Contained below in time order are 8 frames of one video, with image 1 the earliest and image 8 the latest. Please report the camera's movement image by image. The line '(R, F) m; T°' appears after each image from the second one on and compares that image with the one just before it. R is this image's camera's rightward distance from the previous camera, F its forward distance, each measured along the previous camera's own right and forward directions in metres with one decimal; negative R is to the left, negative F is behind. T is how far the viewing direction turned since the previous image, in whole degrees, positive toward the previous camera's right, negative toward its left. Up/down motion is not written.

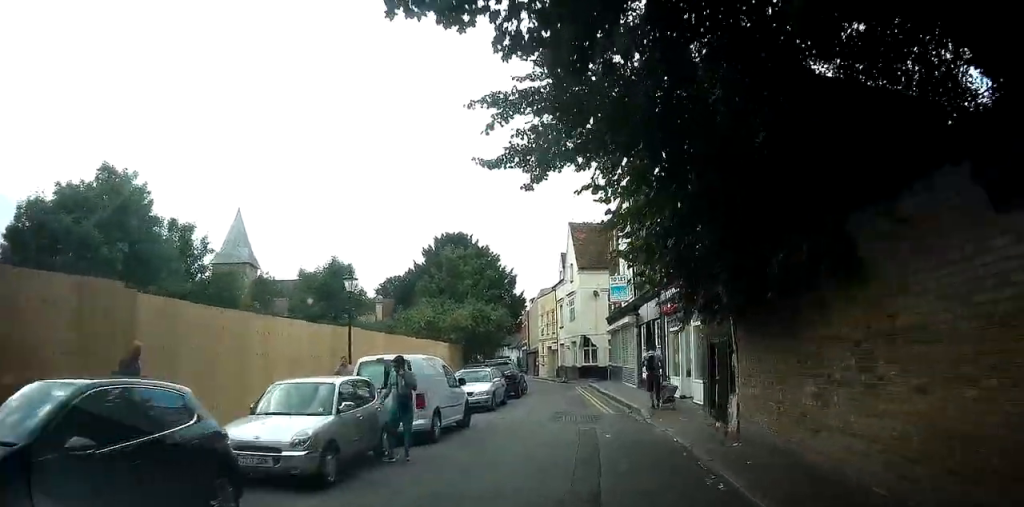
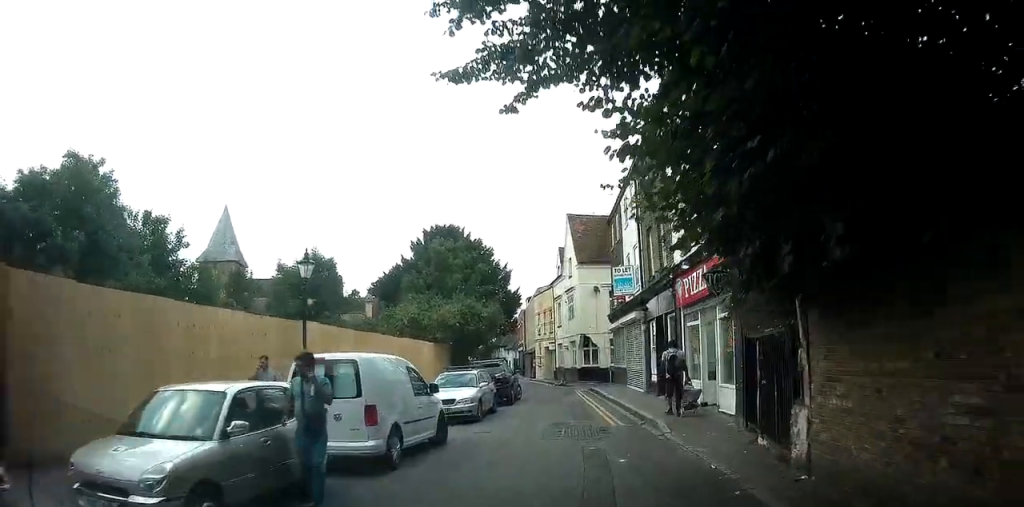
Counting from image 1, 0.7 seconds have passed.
(0.0, +2.7) m; +2°
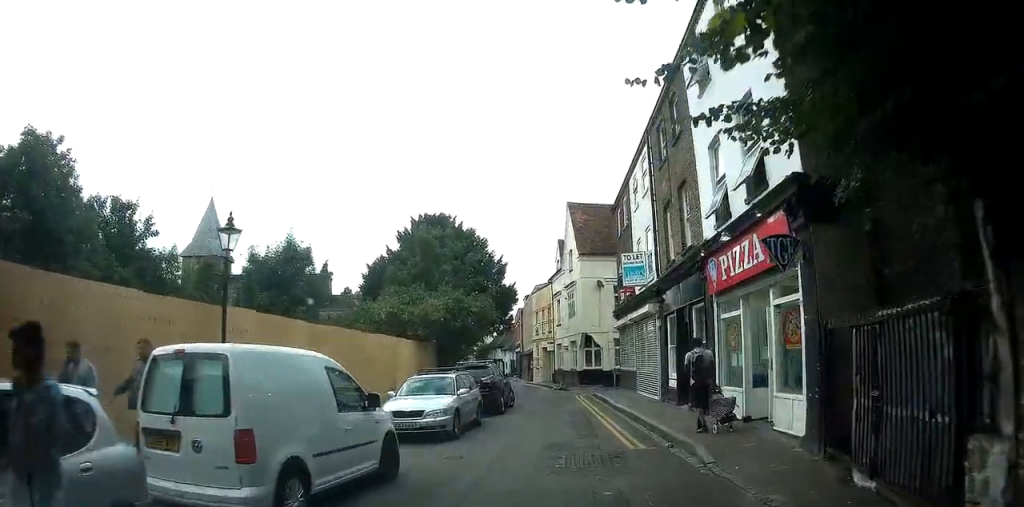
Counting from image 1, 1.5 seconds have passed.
(+0.2, +4.0) m; -5°
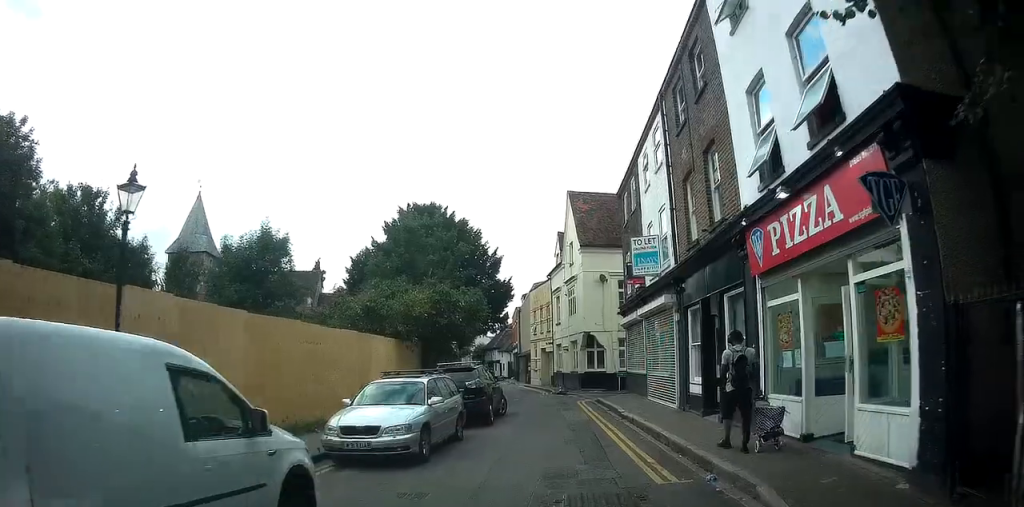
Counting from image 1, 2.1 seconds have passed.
(-0.2, +3.6) m; -6°
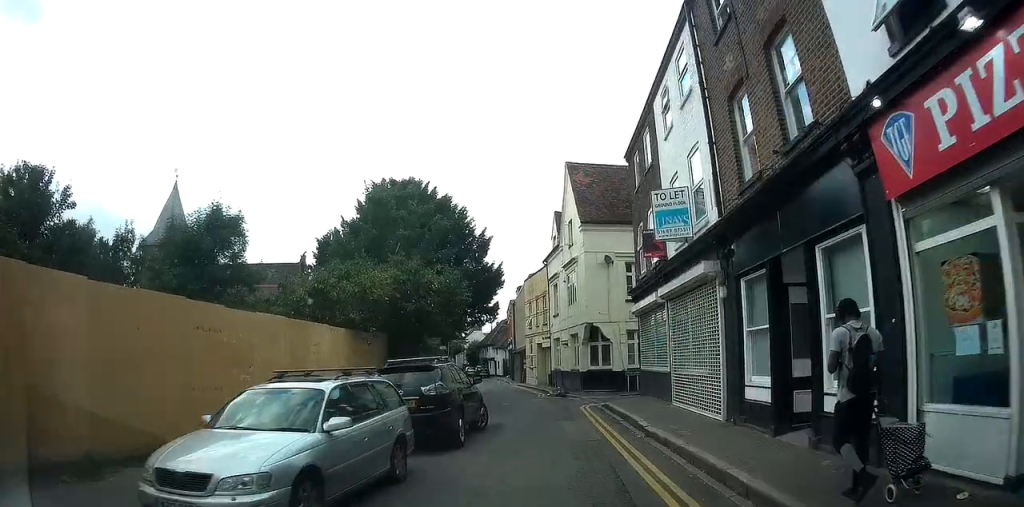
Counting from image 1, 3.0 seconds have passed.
(-0.5, +5.2) m; -7°
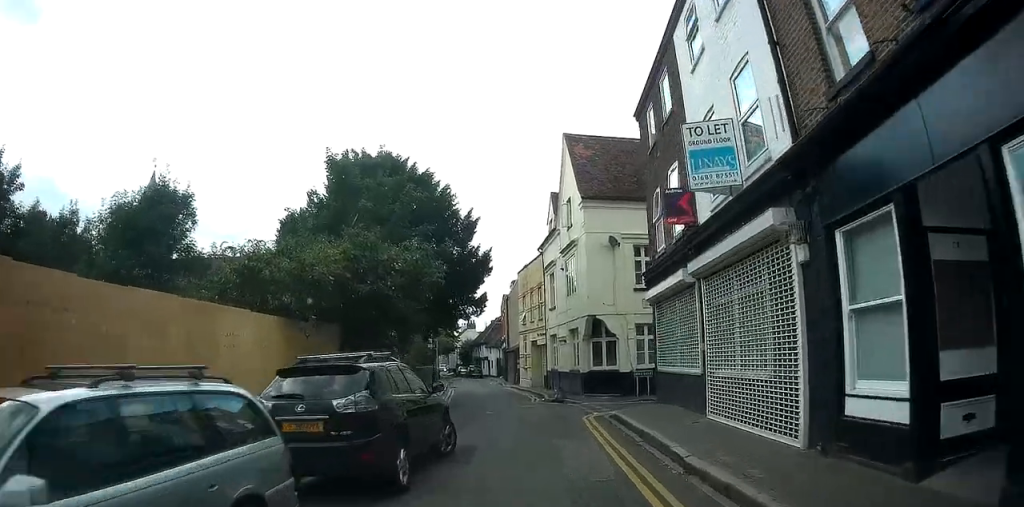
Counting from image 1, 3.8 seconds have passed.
(-0.2, +4.0) m; -2°
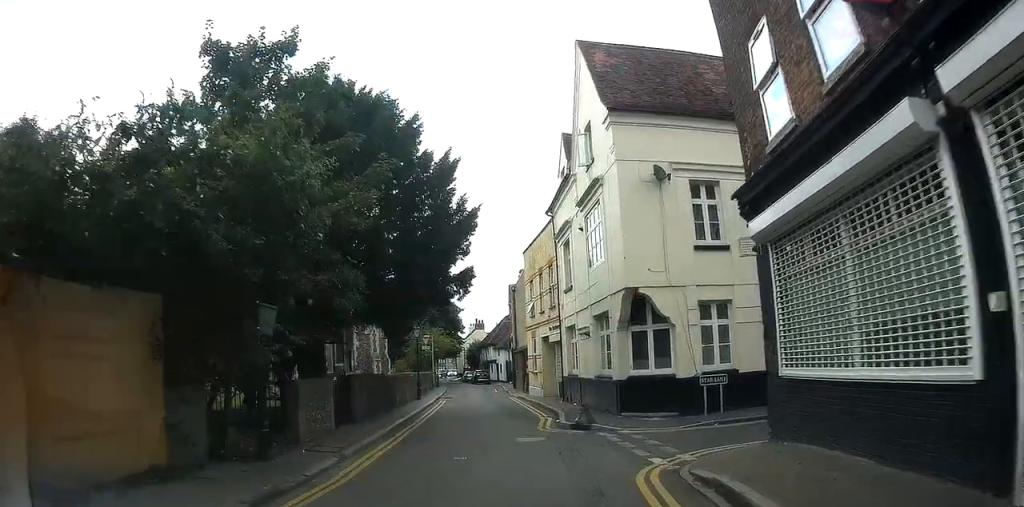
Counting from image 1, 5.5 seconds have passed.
(0.0, +10.0) m; -2°
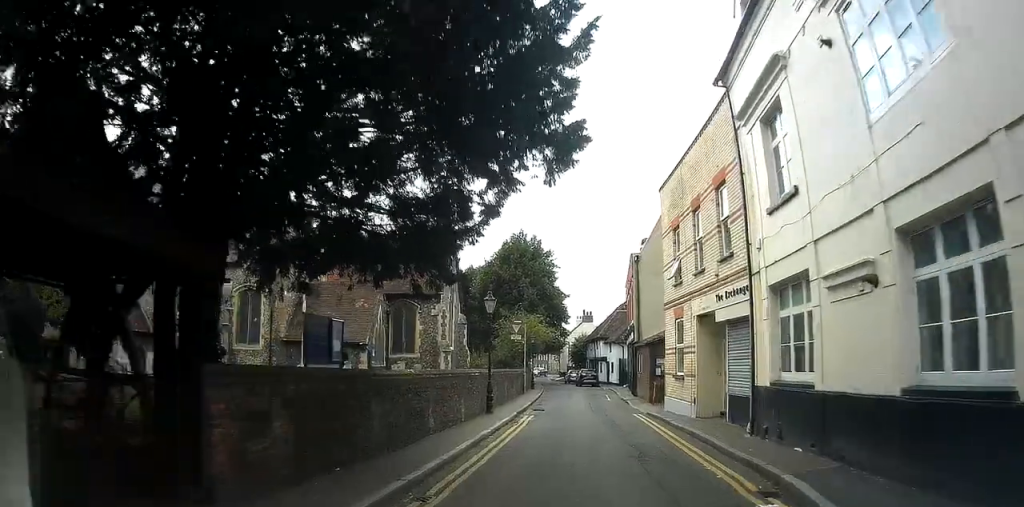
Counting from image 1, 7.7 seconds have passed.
(-0.9, +13.6) m; -9°
